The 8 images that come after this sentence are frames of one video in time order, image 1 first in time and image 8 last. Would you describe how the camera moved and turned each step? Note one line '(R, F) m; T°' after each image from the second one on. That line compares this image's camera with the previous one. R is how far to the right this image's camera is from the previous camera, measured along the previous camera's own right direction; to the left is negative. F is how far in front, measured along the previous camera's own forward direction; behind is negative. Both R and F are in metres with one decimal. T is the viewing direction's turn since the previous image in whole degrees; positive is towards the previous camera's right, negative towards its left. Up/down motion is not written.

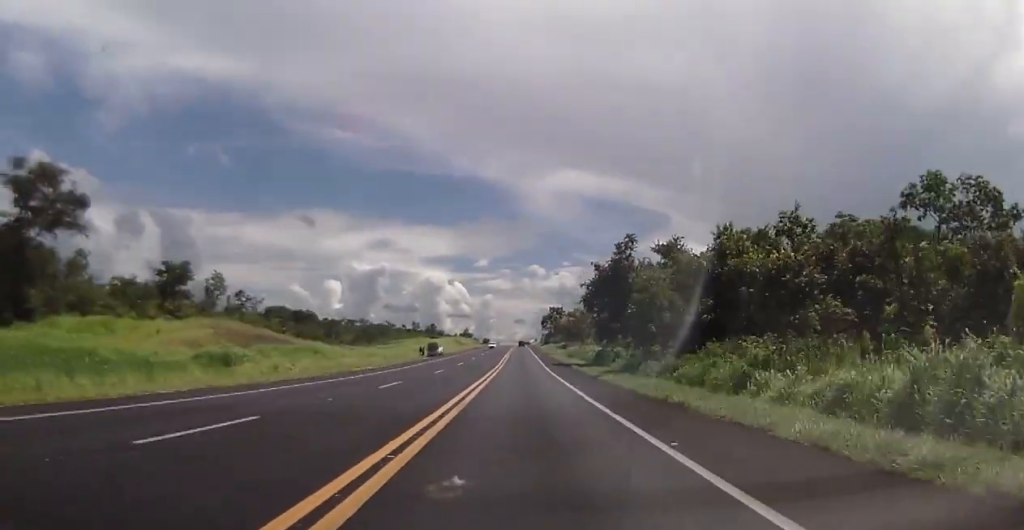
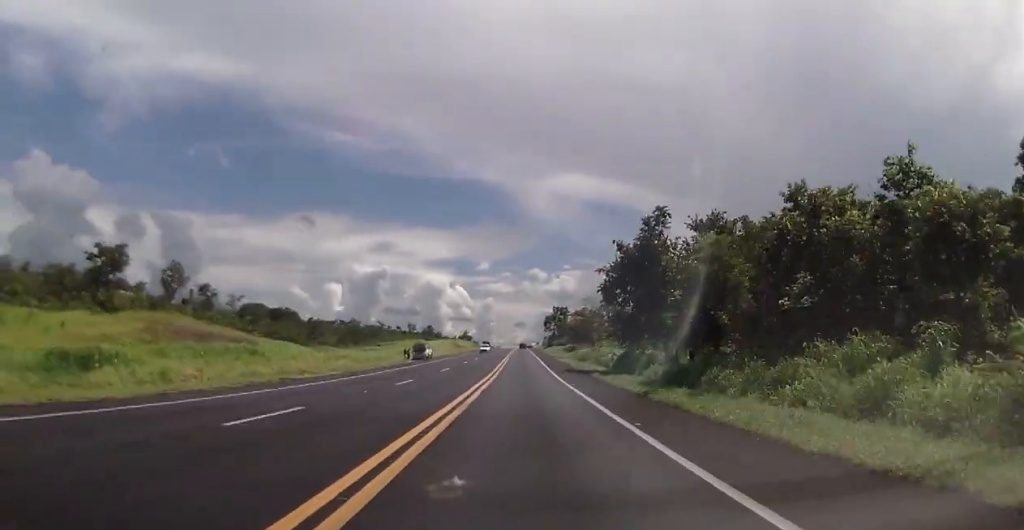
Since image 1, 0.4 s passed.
(+0.1, +14.3) m; 0°
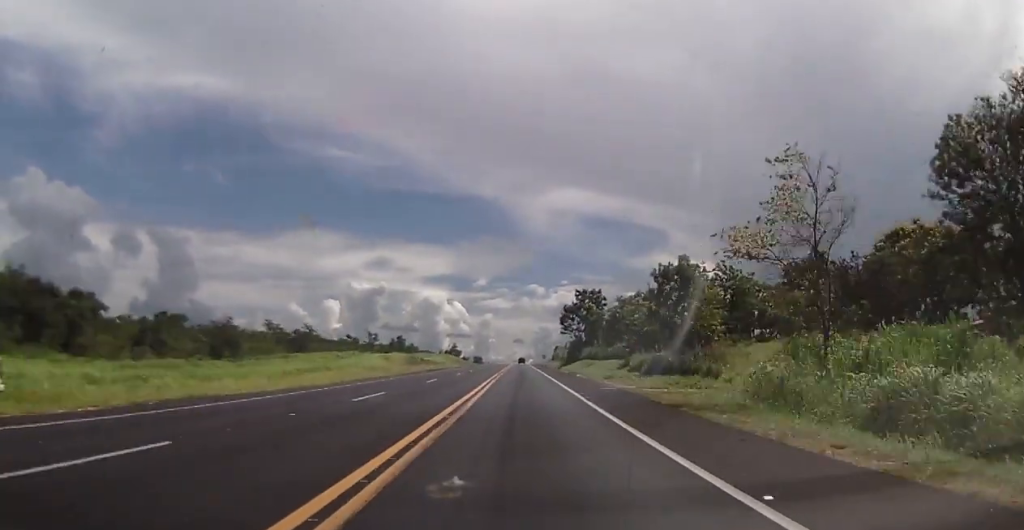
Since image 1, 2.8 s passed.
(+0.3, +76.0) m; +1°
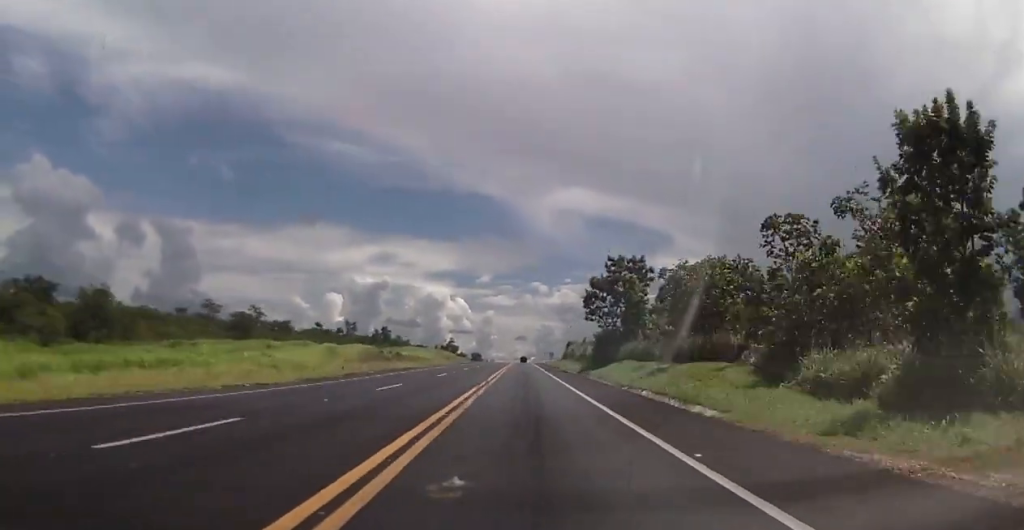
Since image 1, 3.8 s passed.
(0.0, +31.9) m; 0°
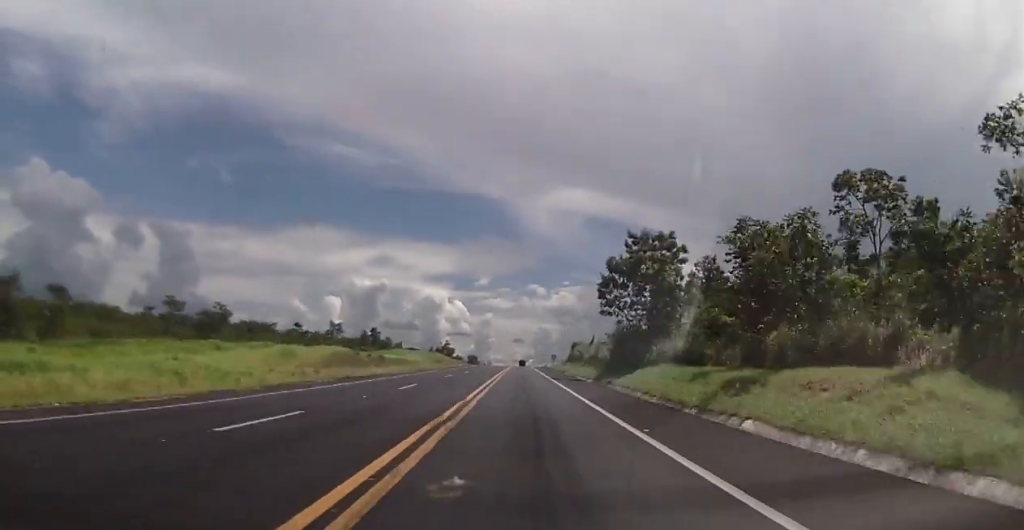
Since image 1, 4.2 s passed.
(-0.1, +13.7) m; 0°
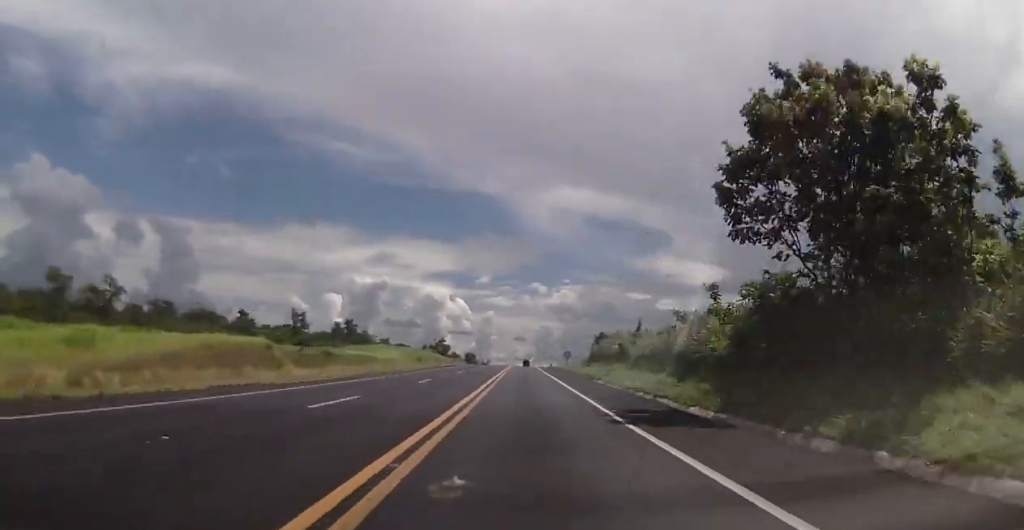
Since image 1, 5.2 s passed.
(-0.1, +31.3) m; 0°
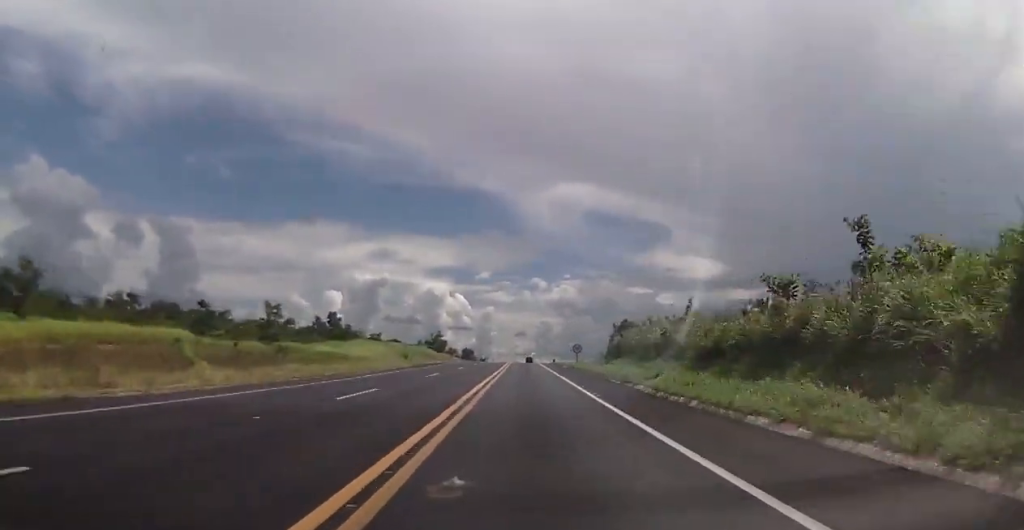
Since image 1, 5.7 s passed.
(0.0, +15.5) m; 0°
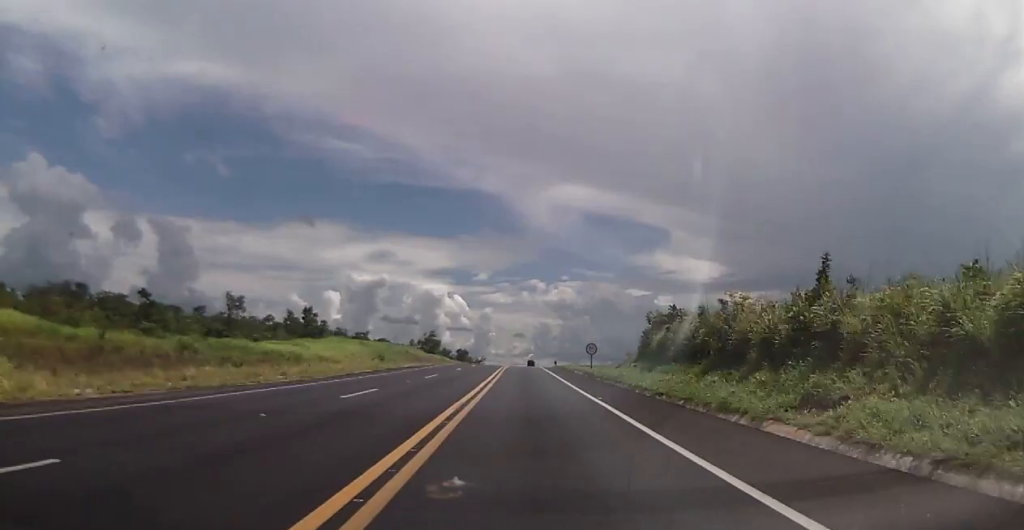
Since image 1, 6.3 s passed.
(+0.2, +17.4) m; 0°
